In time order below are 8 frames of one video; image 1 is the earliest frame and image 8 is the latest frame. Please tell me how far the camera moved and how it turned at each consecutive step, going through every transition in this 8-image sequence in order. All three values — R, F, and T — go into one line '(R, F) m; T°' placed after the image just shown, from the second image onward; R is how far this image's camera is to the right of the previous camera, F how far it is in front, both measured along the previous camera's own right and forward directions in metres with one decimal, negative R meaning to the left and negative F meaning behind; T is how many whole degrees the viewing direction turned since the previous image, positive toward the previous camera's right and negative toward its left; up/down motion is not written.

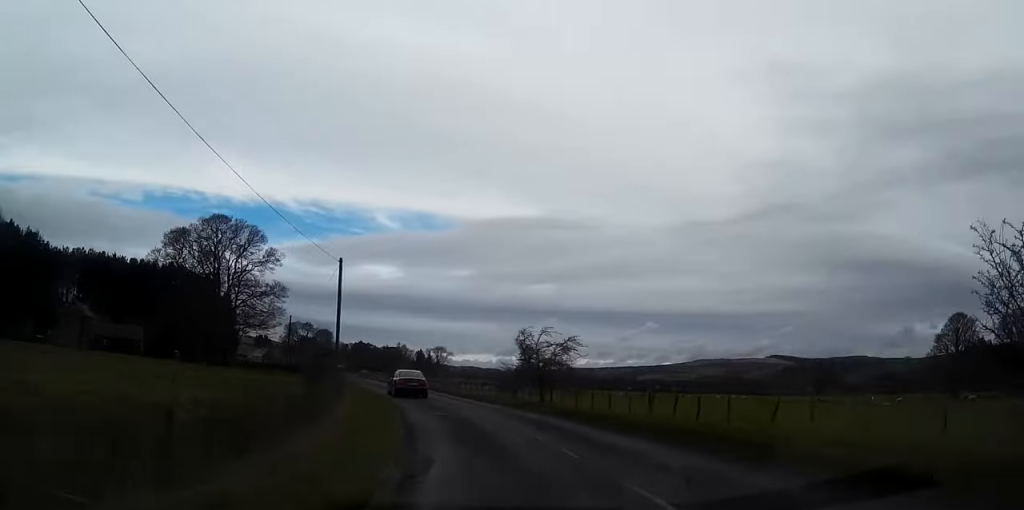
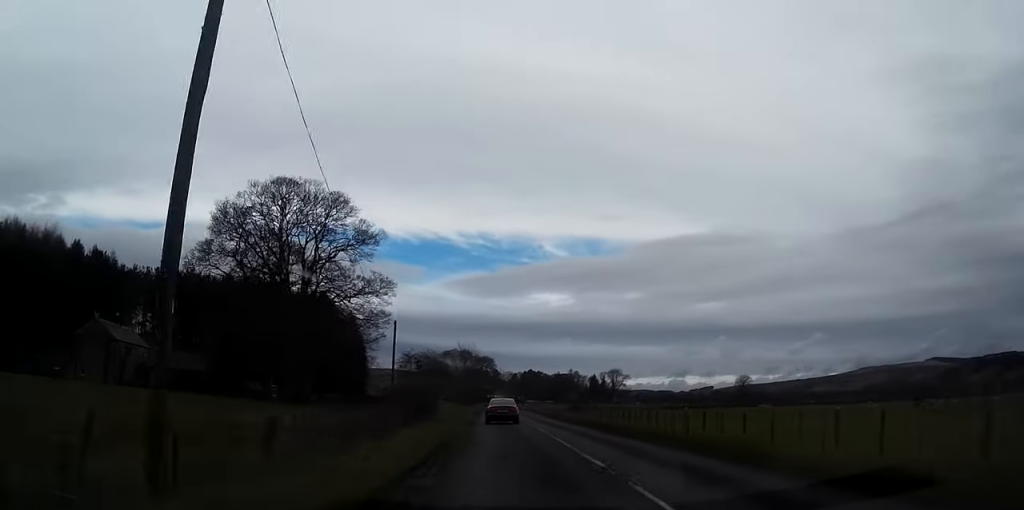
(-4.5, +34.7) m; -12°
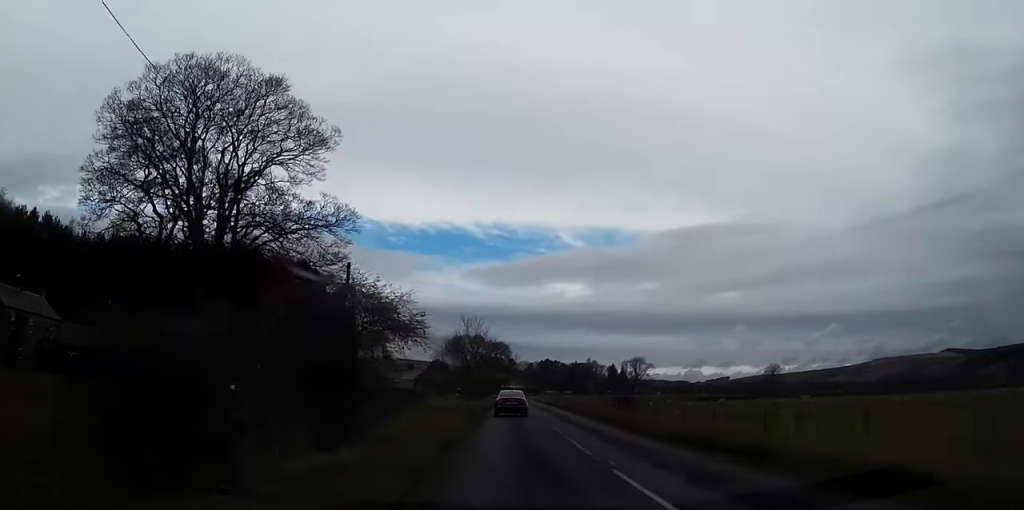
(-0.7, +24.5) m; -3°
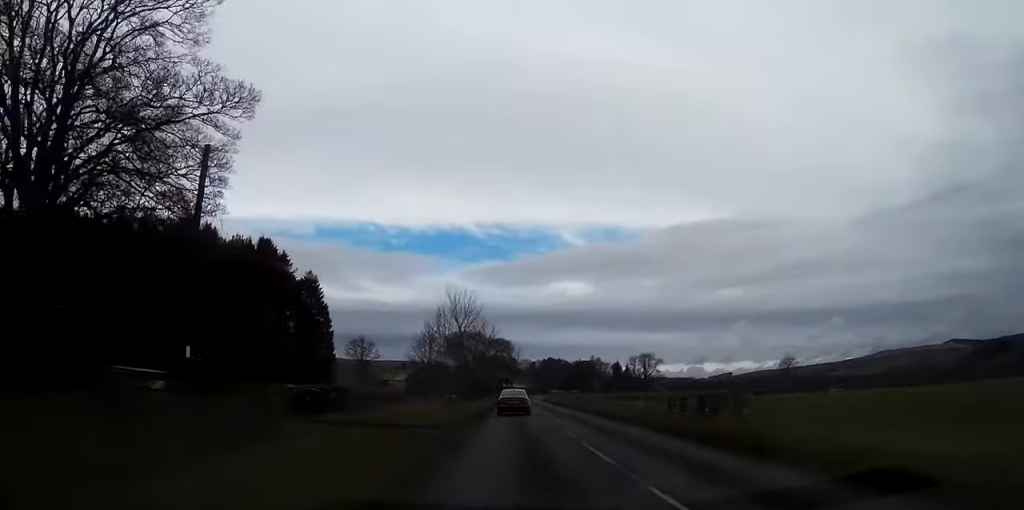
(-0.2, +20.0) m; -1°
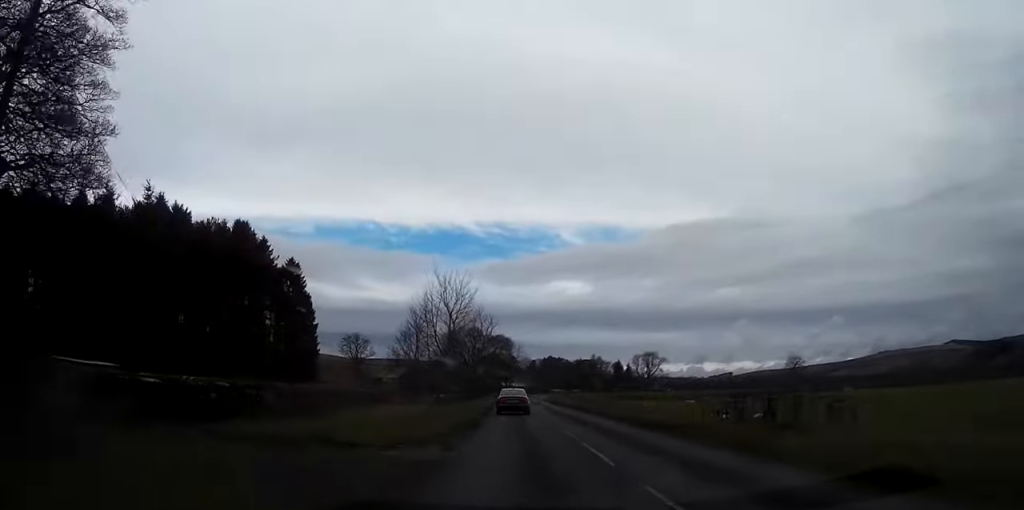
(0.0, +9.7) m; 0°
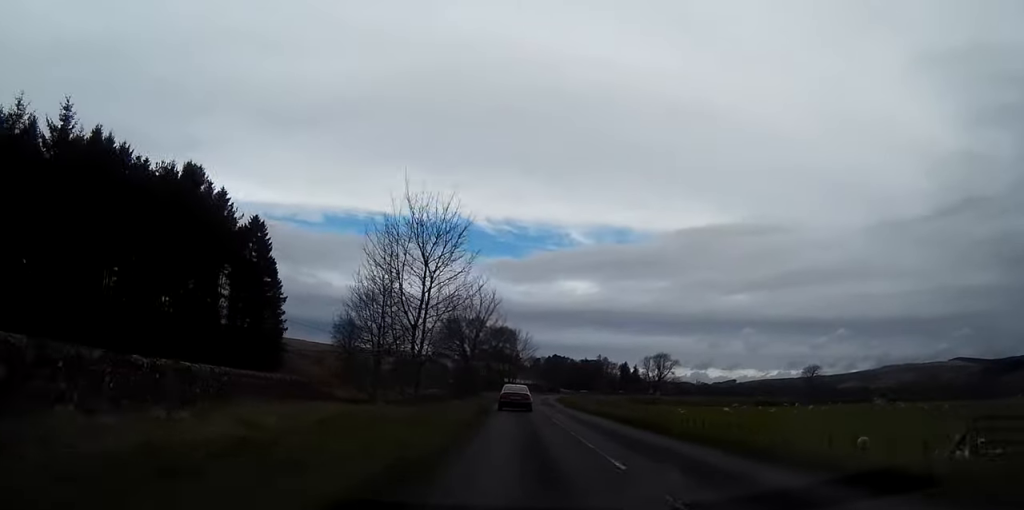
(0.0, +18.7) m; 0°
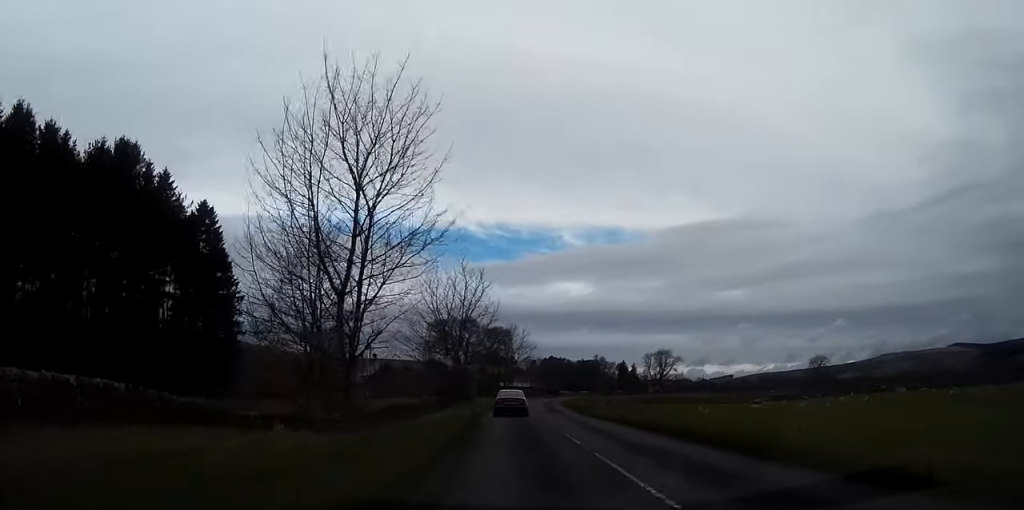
(0.0, +12.9) m; 0°
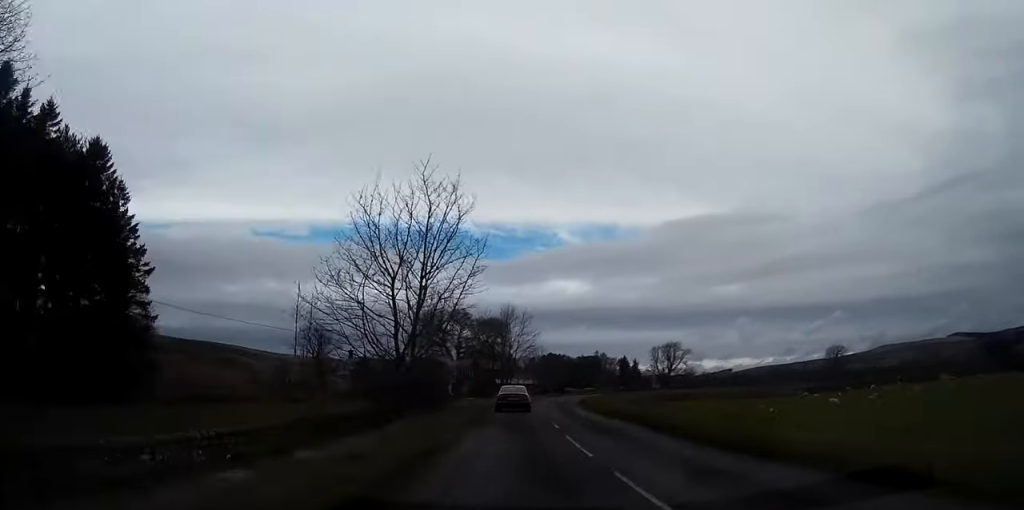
(0.0, +20.9) m; +1°
